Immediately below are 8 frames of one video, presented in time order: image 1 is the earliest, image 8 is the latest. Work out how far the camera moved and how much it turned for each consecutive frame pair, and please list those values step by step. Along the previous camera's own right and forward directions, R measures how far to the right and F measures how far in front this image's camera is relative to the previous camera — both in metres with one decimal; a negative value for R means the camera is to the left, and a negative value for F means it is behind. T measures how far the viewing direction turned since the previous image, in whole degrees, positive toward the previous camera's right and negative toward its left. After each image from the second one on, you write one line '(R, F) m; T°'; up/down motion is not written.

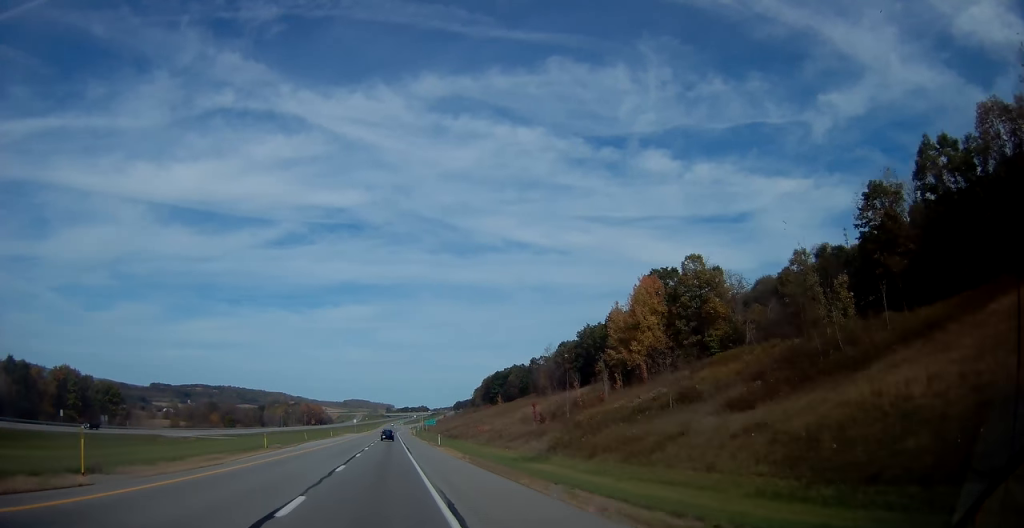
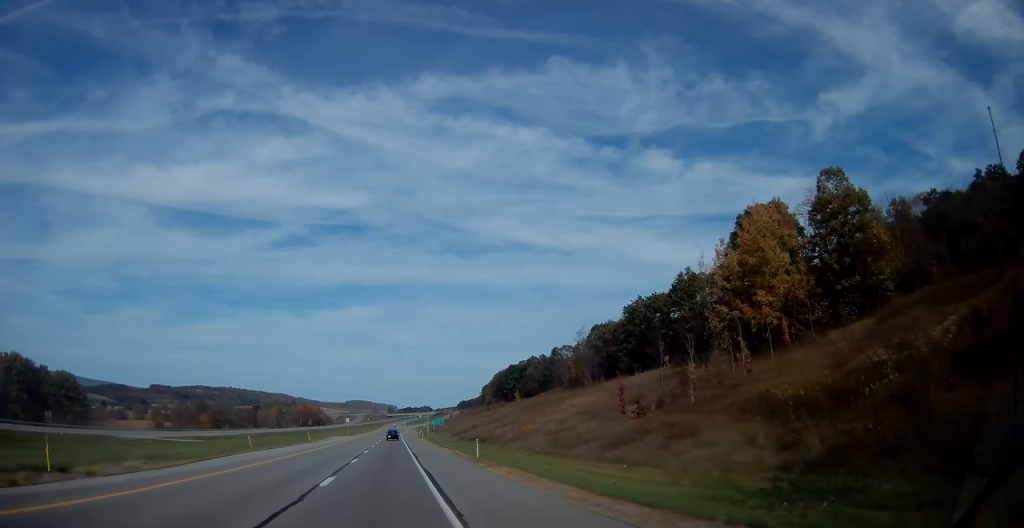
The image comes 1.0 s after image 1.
(-0.1, +30.6) m; 0°
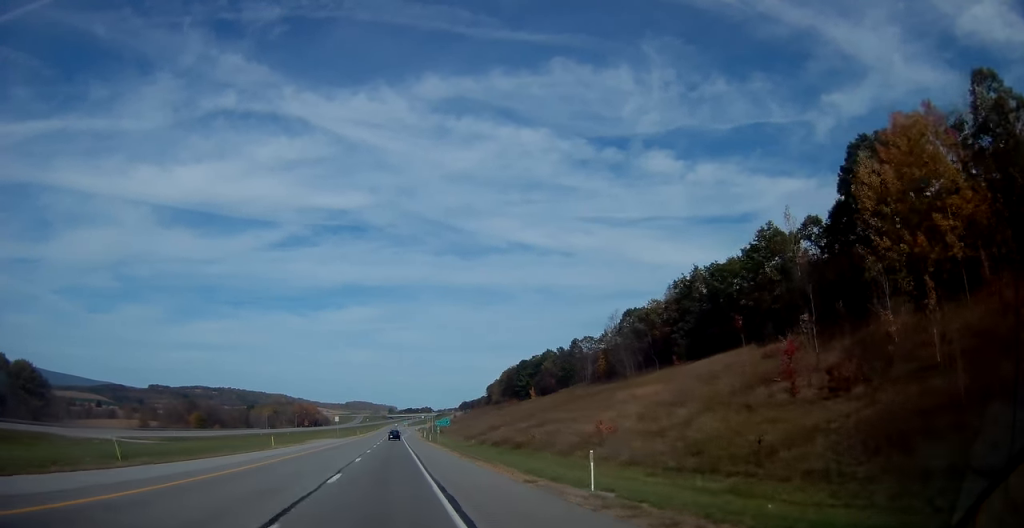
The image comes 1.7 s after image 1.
(-0.1, +23.2) m; 0°
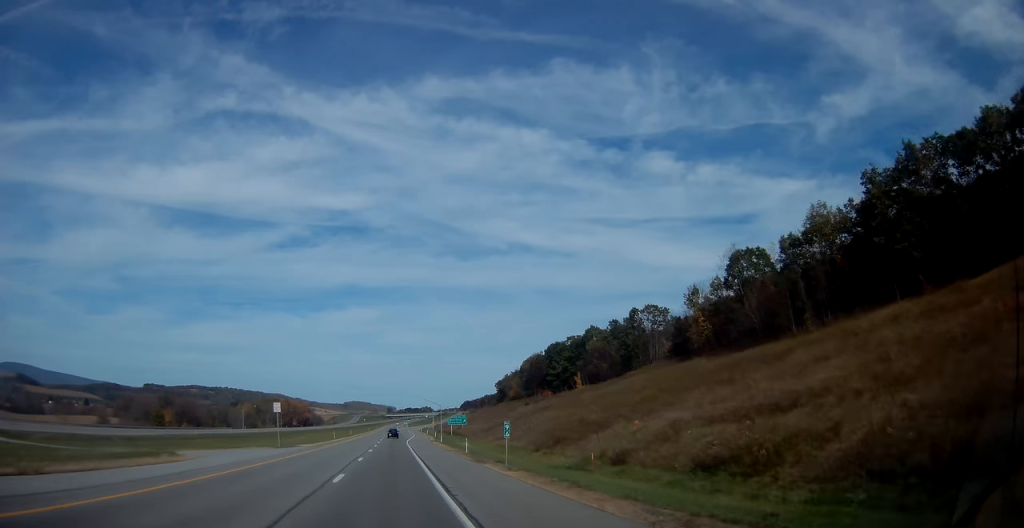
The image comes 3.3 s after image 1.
(0.0, +49.5) m; 0°
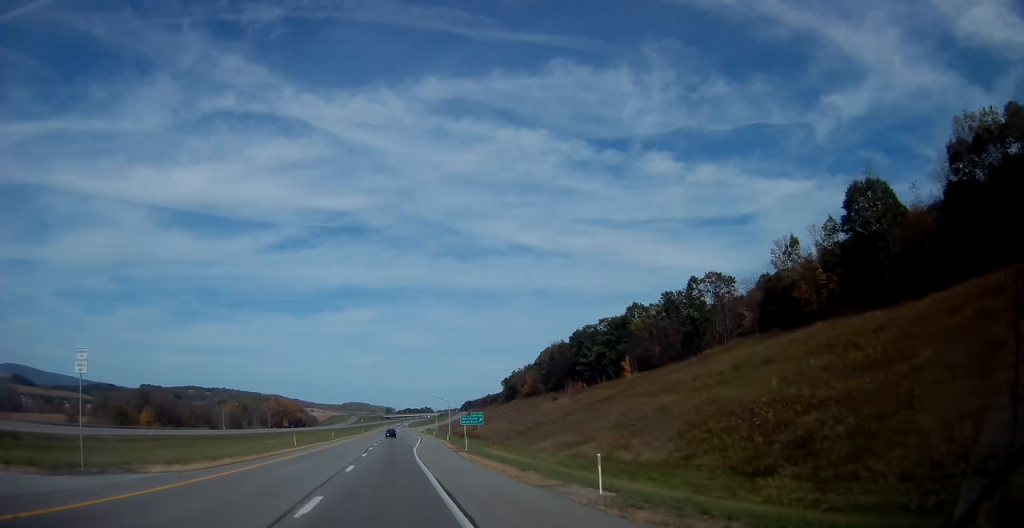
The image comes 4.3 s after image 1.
(-0.1, +31.5) m; 0°
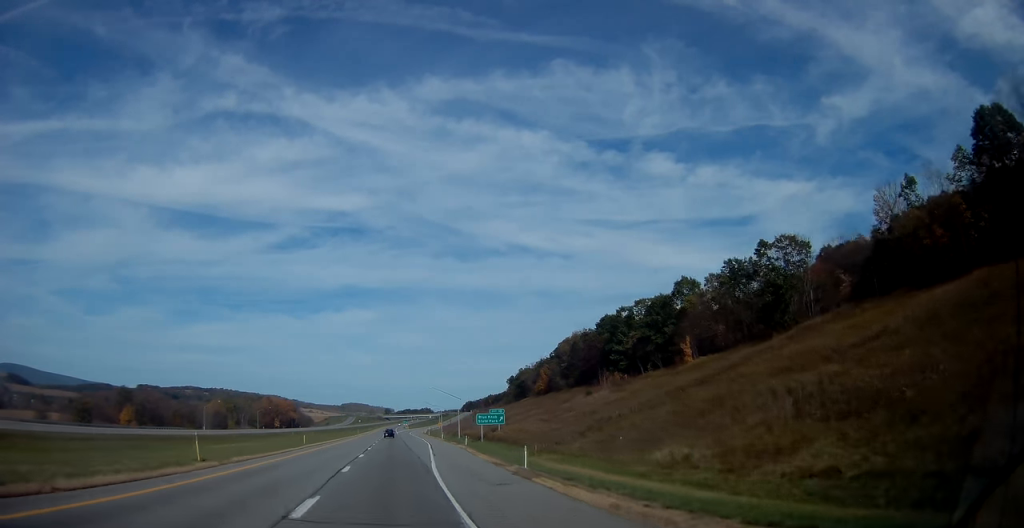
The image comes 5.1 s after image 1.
(+0.2, +25.2) m; 0°
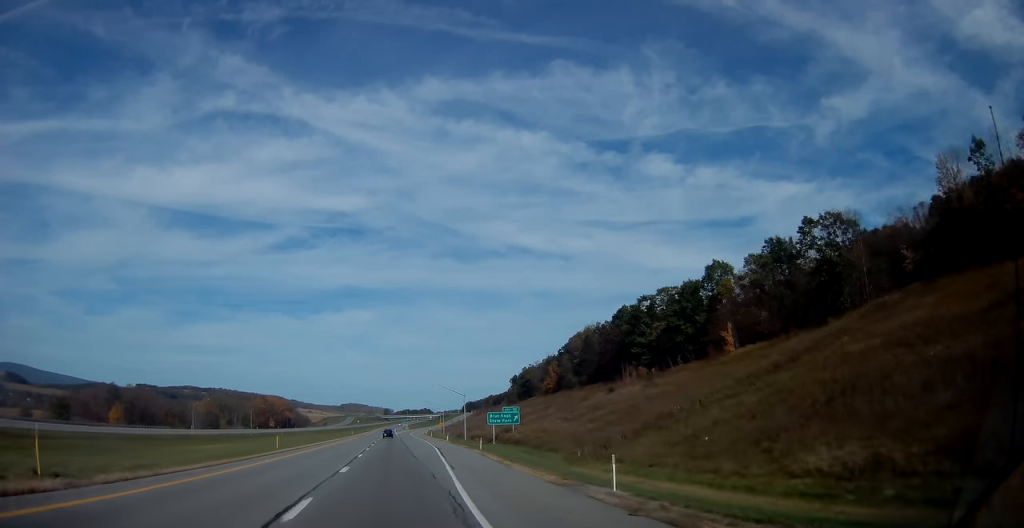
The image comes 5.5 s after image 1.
(+0.1, +12.6) m; 0°
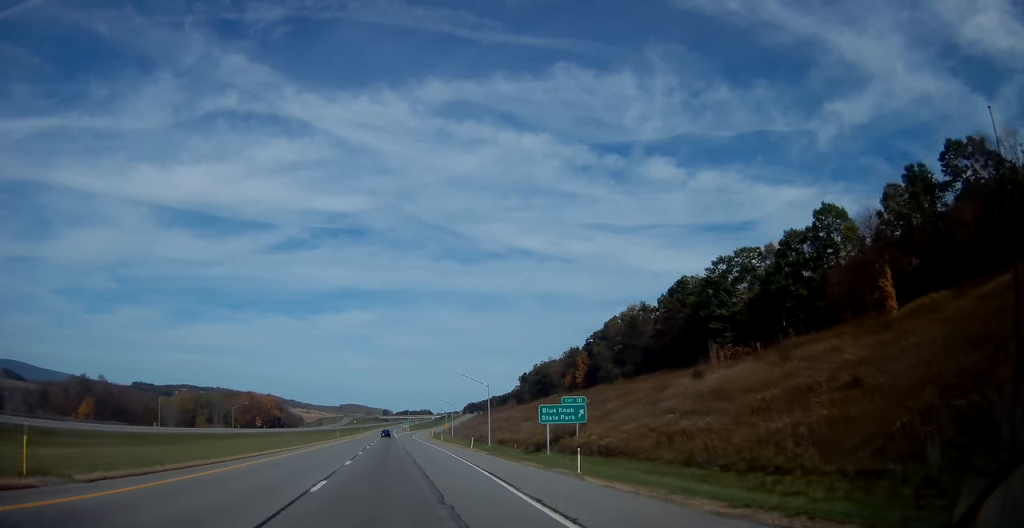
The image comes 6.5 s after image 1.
(-0.3, +31.5) m; 0°
